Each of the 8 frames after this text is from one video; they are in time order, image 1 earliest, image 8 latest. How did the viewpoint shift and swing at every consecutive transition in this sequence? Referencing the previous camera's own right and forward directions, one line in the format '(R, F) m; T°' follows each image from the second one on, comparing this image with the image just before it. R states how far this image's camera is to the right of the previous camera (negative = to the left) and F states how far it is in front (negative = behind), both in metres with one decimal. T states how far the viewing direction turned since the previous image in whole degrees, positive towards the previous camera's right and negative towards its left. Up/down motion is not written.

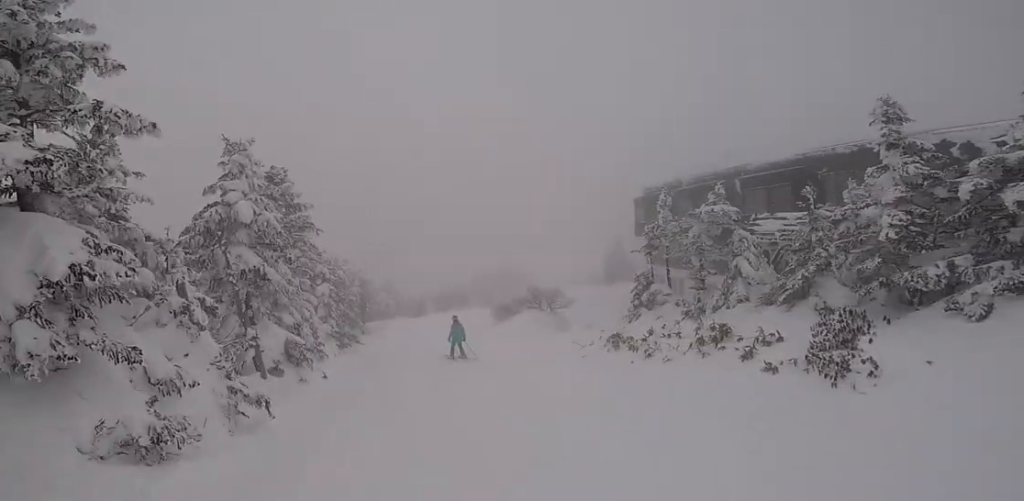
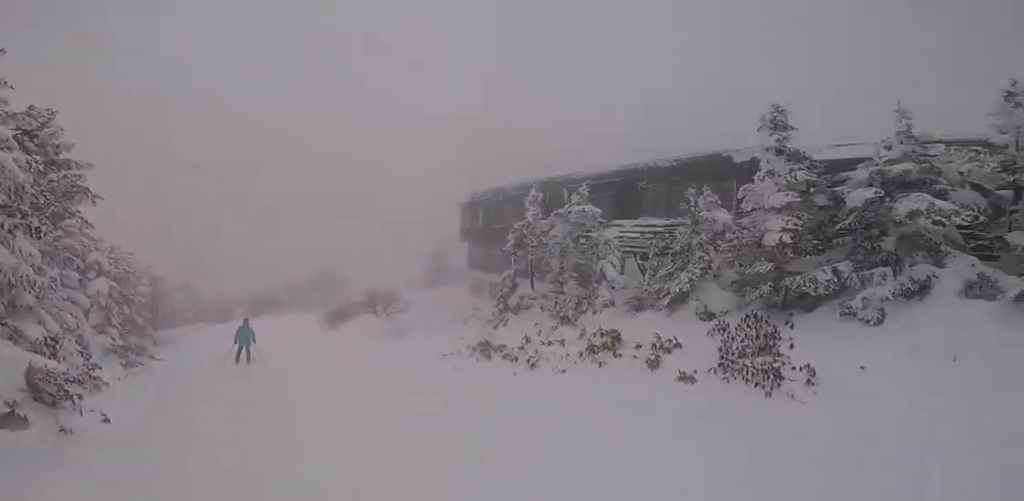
(+0.1, +1.8) m; +14°
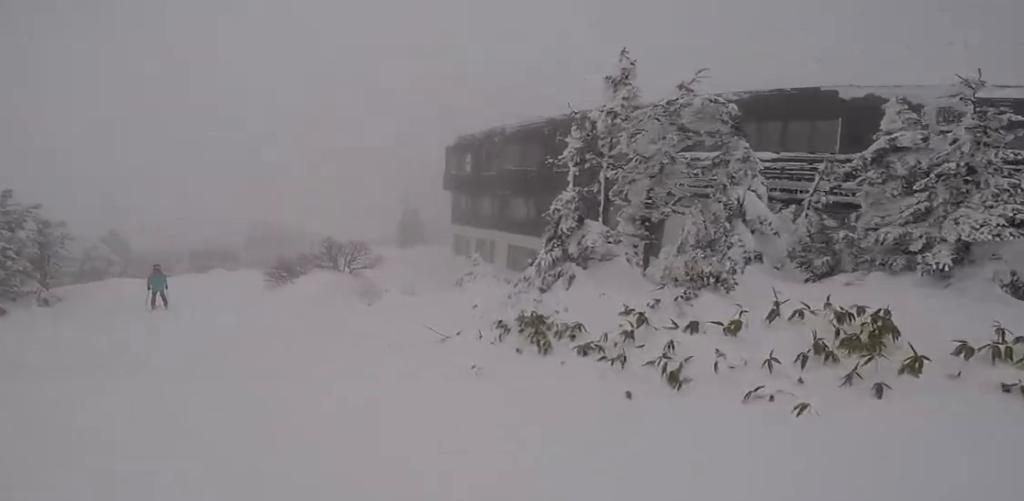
(+1.4, +4.9) m; +16°
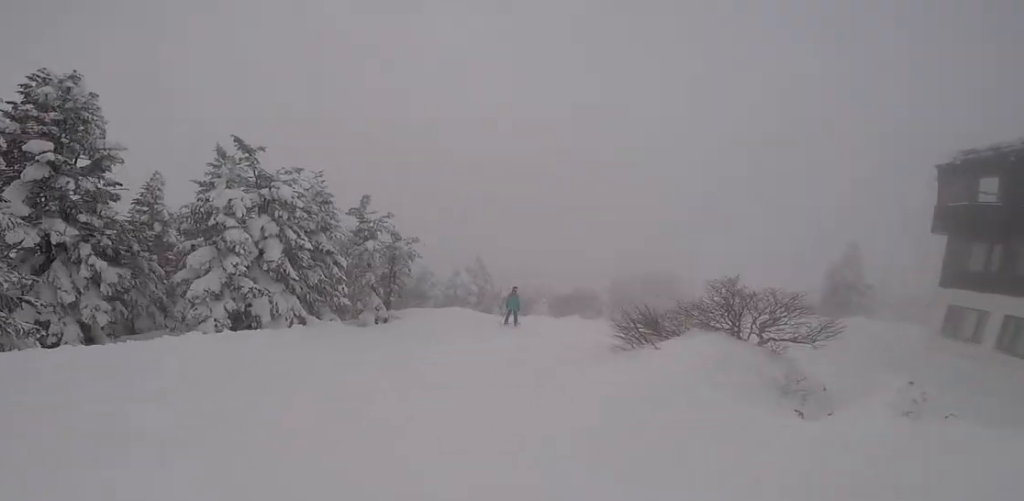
(-1.7, +6.4) m; -35°
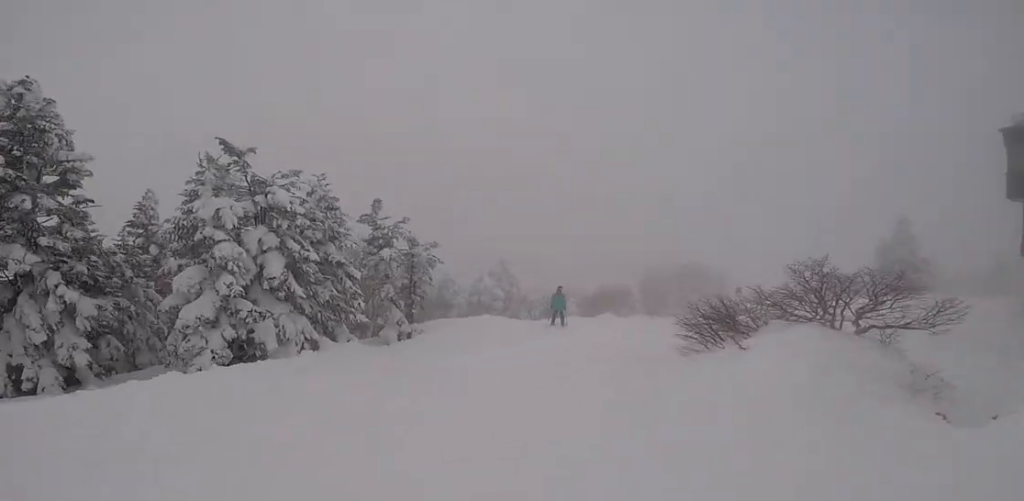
(-0.6, +1.8) m; -5°
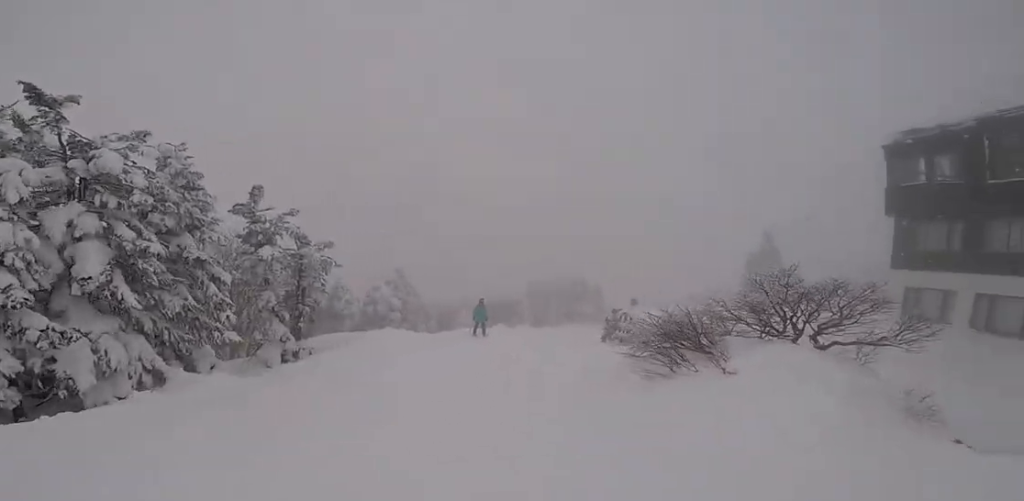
(+0.1, +3.0) m; +7°
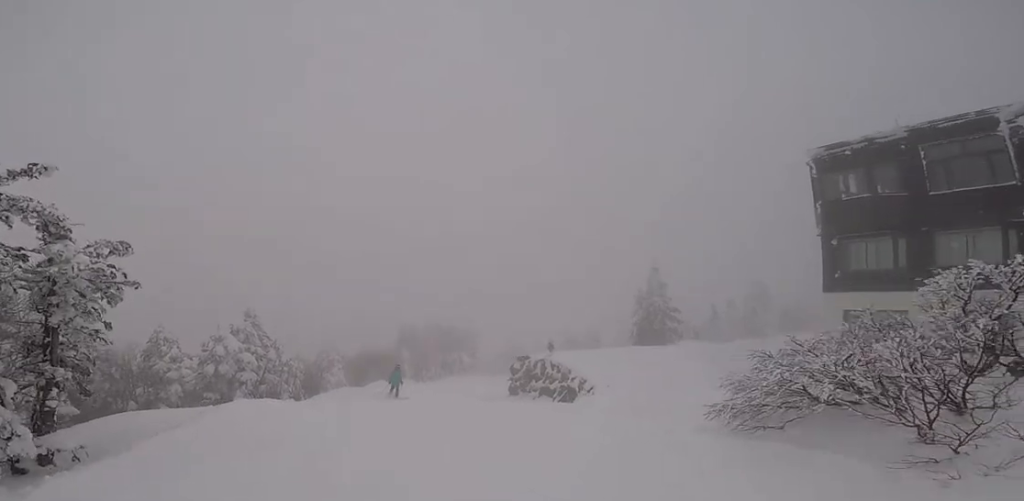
(+1.4, +6.9) m; +23°
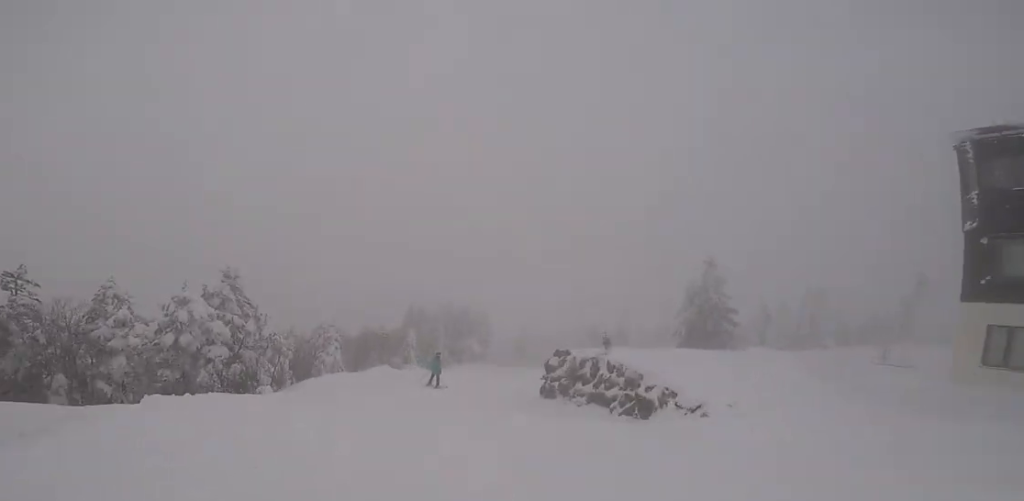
(+0.6, +4.7) m; +1°
